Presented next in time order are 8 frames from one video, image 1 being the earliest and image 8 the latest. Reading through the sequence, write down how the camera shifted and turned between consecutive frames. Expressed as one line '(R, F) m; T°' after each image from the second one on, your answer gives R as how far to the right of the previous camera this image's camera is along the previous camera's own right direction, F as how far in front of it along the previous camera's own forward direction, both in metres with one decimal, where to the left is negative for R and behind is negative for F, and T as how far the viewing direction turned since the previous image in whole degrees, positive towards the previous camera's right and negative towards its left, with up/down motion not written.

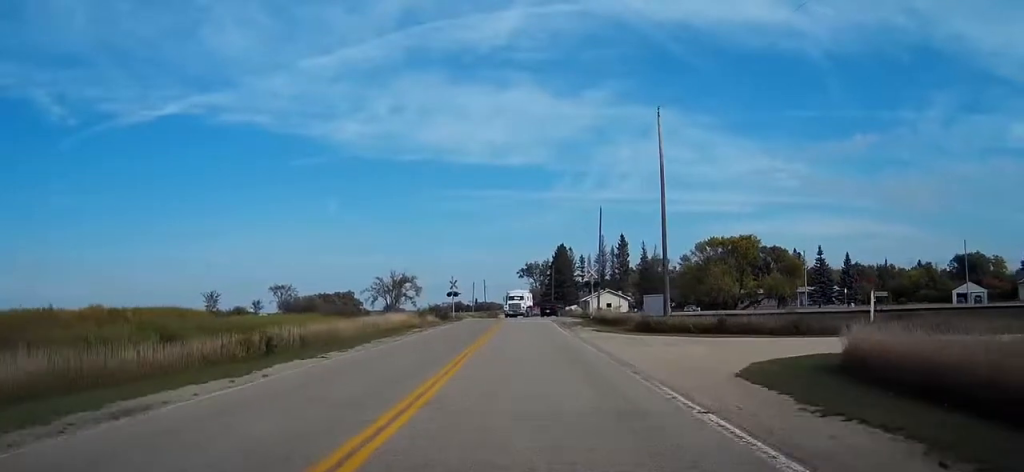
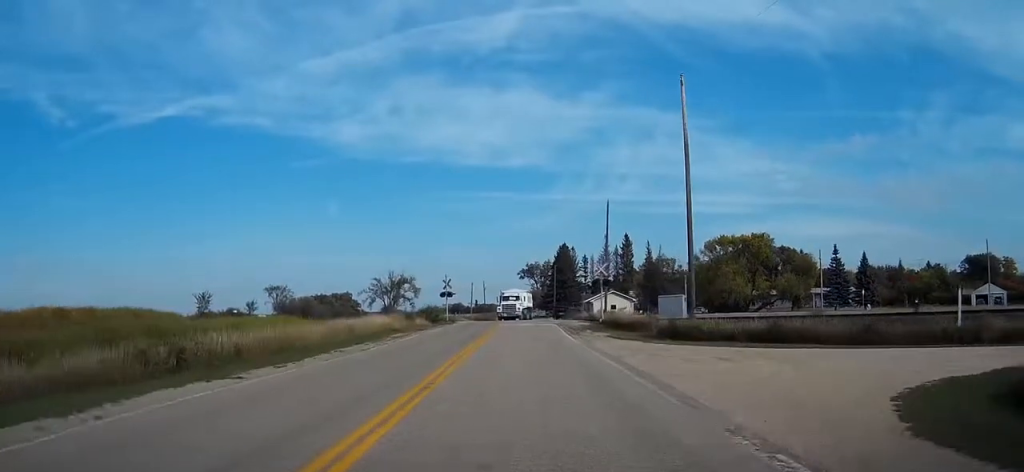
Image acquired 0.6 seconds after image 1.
(0.0, +6.8) m; 0°
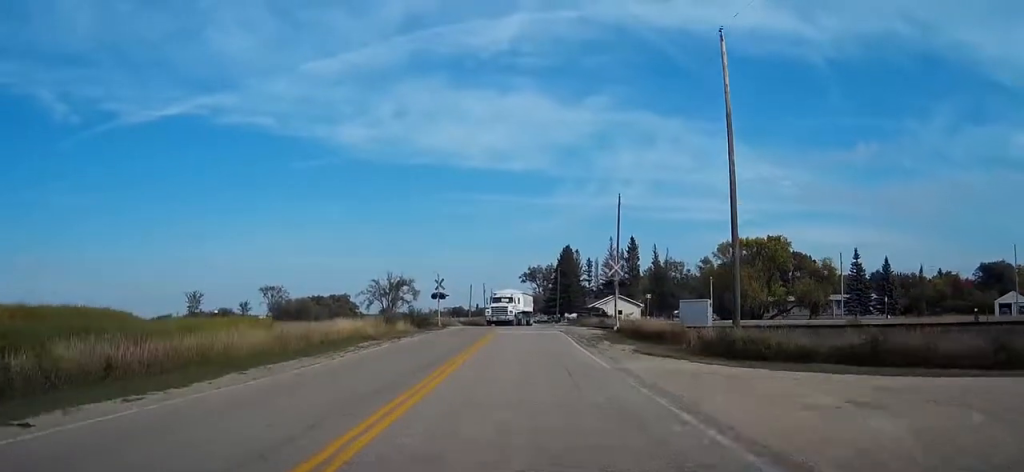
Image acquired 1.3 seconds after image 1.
(+0.1, +7.5) m; 0°
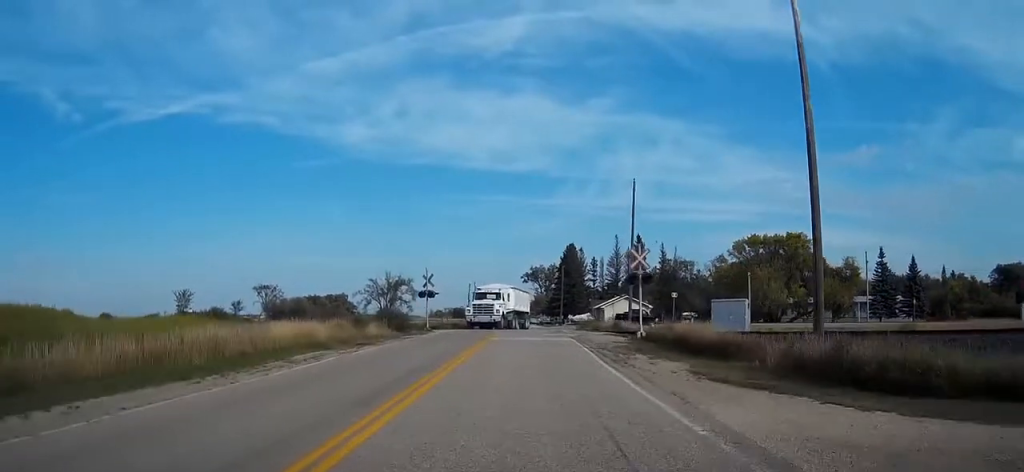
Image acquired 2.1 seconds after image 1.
(0.0, +8.3) m; -1°
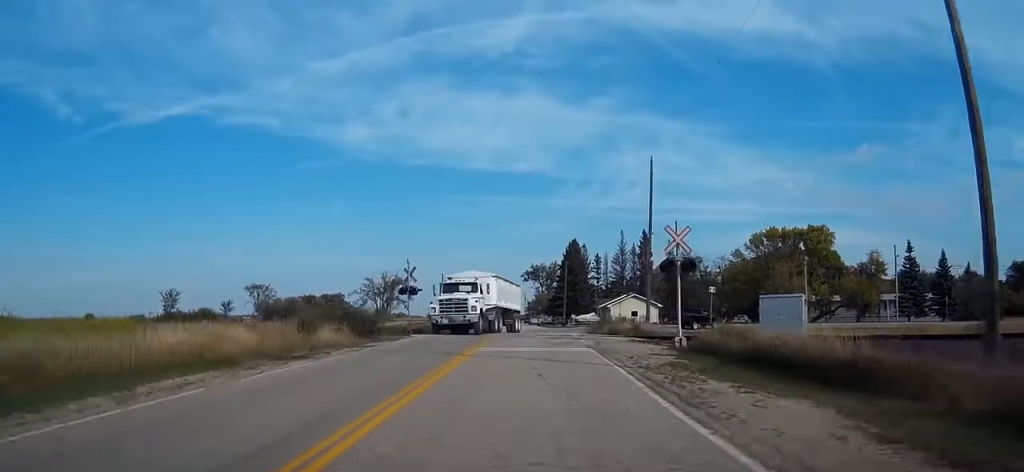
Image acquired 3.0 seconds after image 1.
(-0.1, +8.5) m; -1°
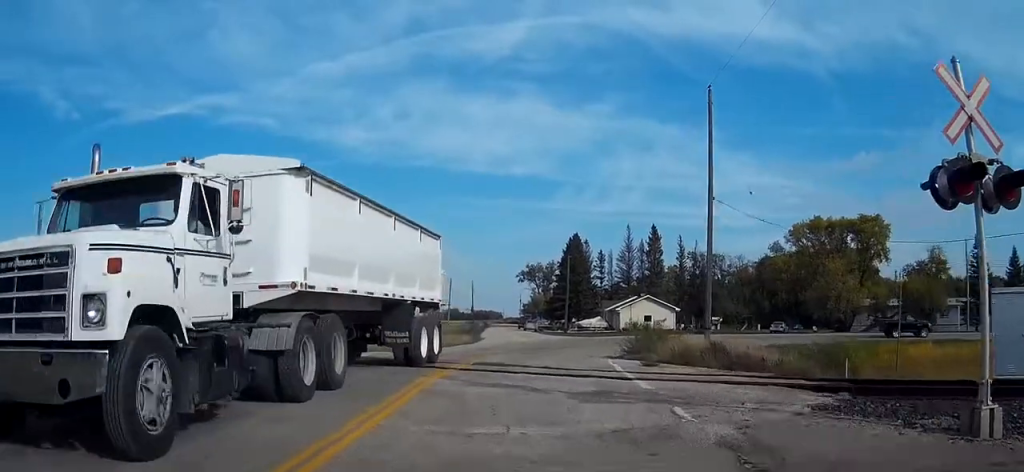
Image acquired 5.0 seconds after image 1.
(0.0, +17.7) m; 0°
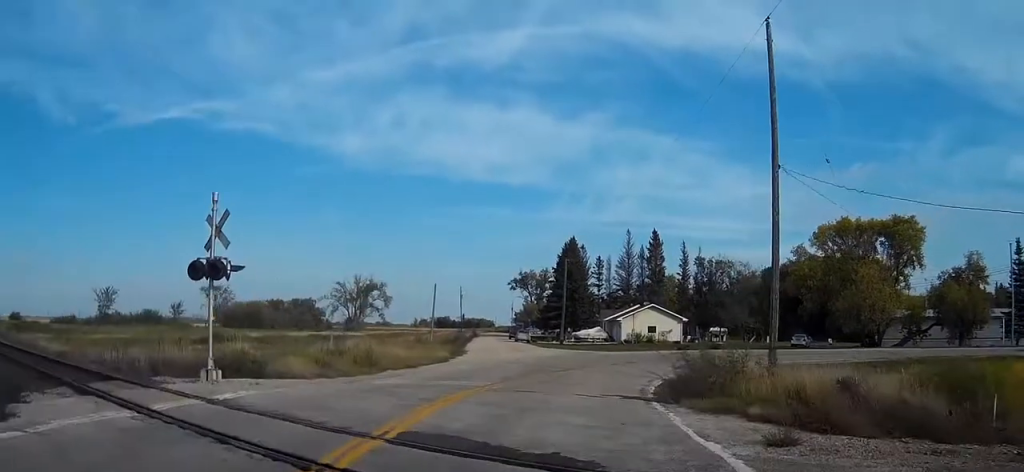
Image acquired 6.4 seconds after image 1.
(+0.1, +10.2) m; +2°
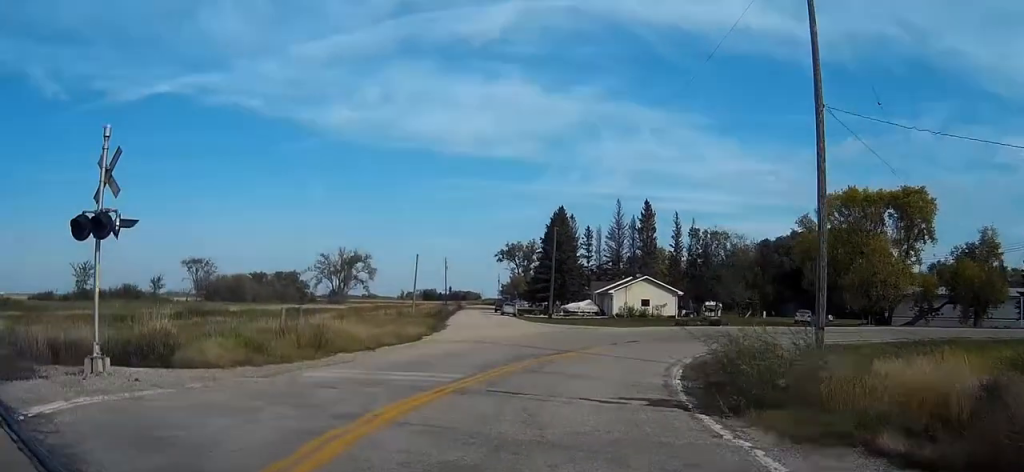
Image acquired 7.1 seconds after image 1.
(0.0, +5.0) m; +1°
